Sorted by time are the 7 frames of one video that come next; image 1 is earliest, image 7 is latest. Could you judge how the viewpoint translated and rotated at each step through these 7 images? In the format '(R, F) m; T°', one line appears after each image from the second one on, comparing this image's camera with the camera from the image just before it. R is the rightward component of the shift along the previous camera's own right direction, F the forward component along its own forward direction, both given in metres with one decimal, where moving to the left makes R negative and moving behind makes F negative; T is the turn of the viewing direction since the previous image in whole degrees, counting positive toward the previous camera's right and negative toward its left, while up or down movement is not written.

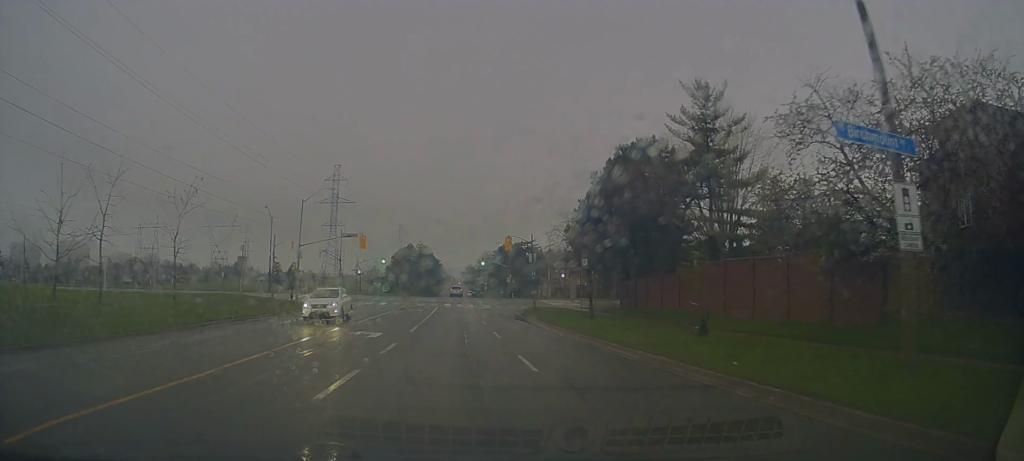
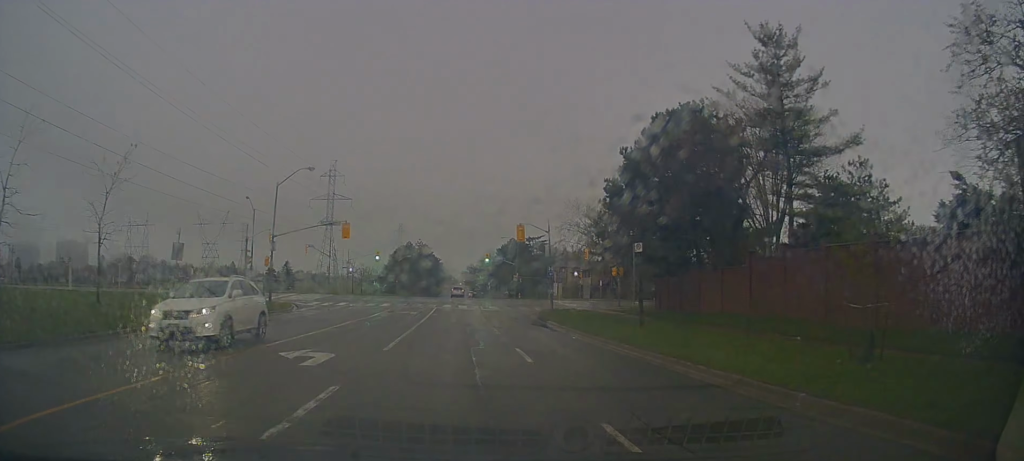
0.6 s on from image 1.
(0.0, +7.7) m; 0°
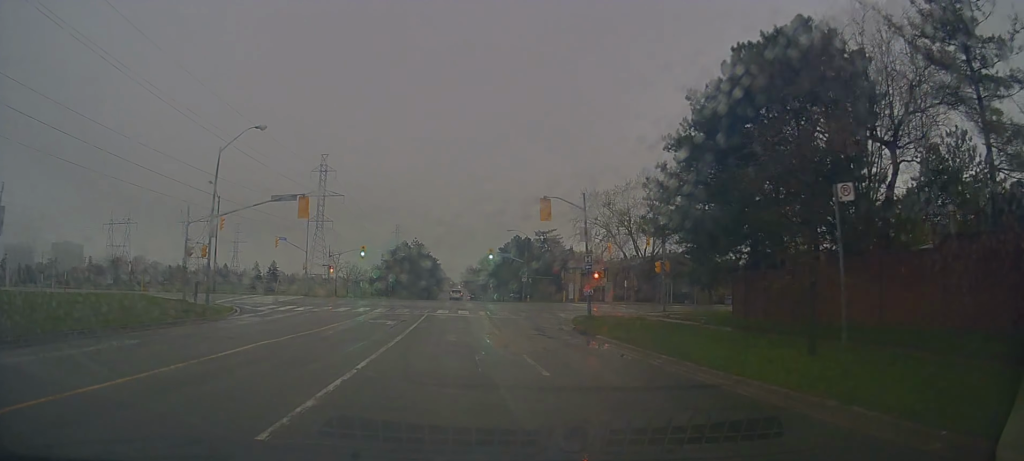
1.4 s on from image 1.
(0.0, +11.1) m; +2°
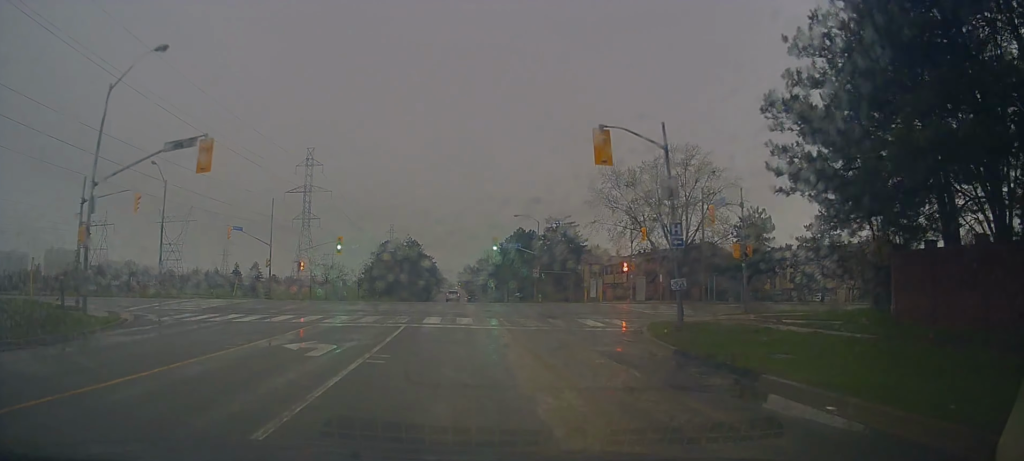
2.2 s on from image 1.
(+0.3, +11.7) m; +1°
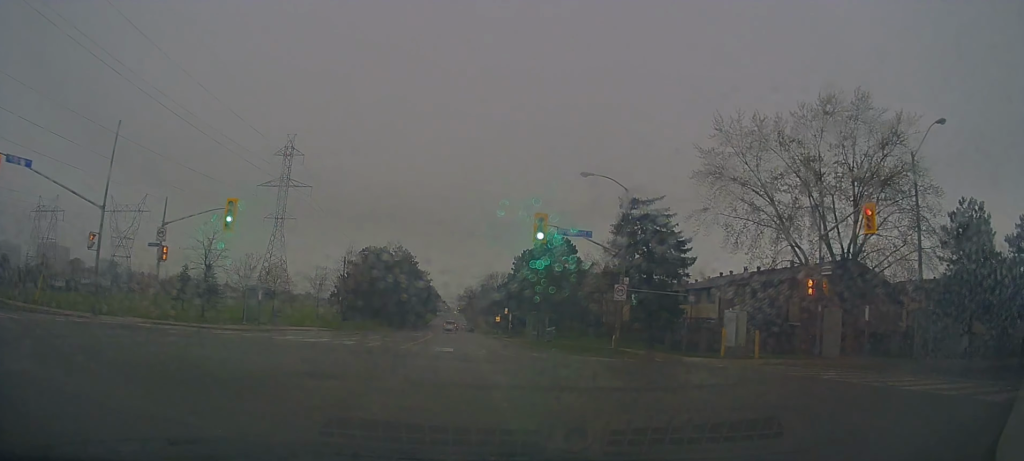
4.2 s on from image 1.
(-0.5, +28.4) m; -3°
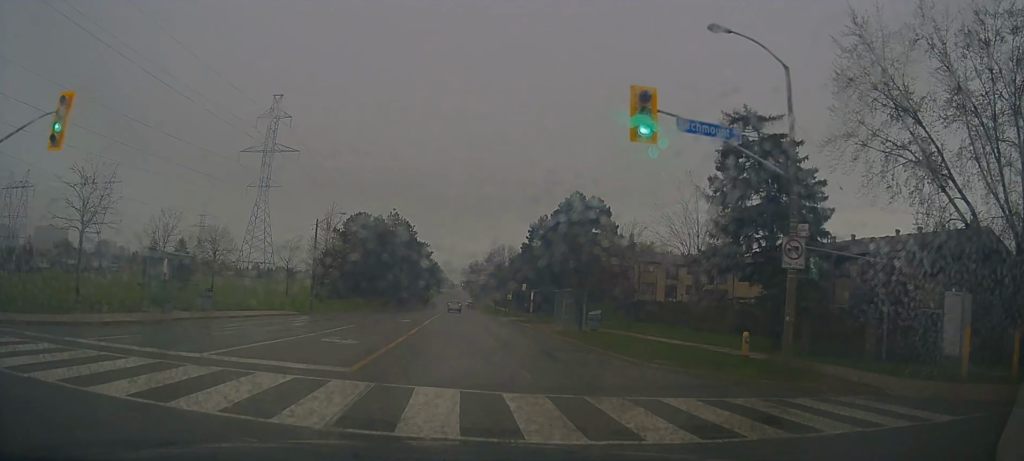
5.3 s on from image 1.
(-0.1, +14.5) m; +1°
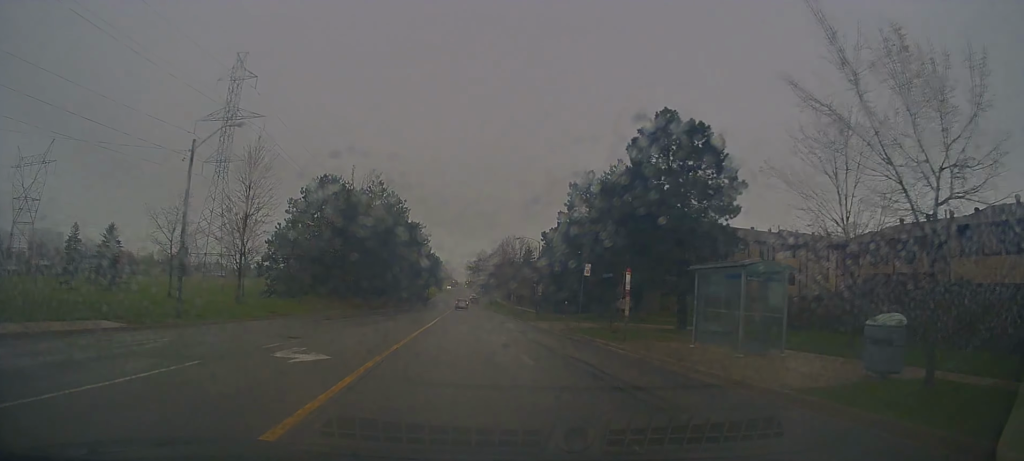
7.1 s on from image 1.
(-0.1, +24.2) m; -2°
